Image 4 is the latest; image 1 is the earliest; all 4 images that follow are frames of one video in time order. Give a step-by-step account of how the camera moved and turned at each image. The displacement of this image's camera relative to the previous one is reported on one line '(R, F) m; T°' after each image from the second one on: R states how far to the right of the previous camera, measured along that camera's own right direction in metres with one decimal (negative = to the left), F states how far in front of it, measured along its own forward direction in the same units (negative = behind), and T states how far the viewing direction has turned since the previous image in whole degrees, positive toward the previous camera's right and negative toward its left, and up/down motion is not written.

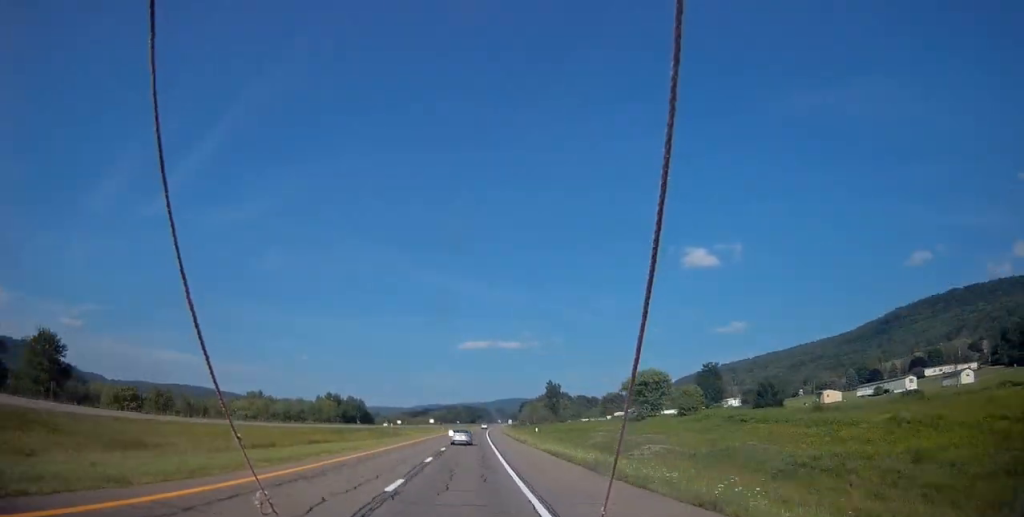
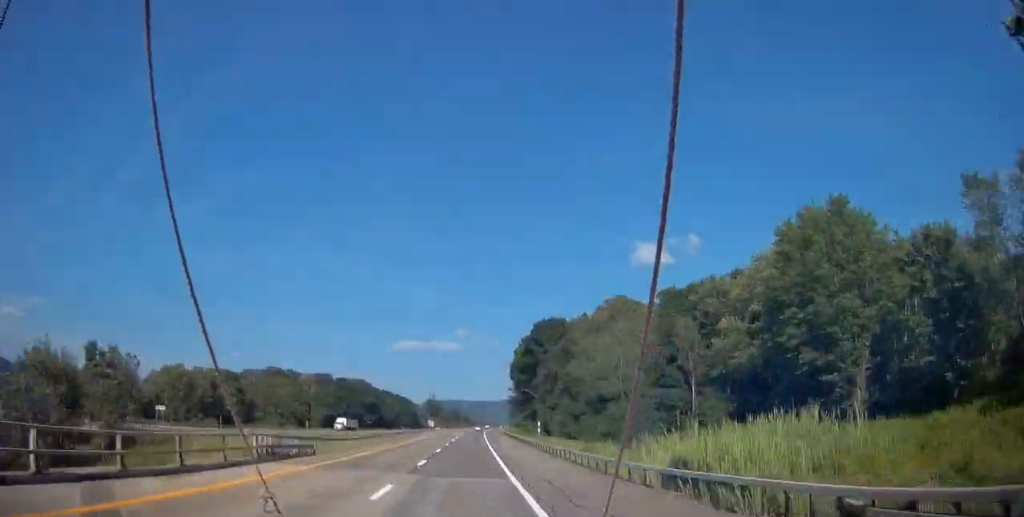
(+24.0, +455.5) m; +6°
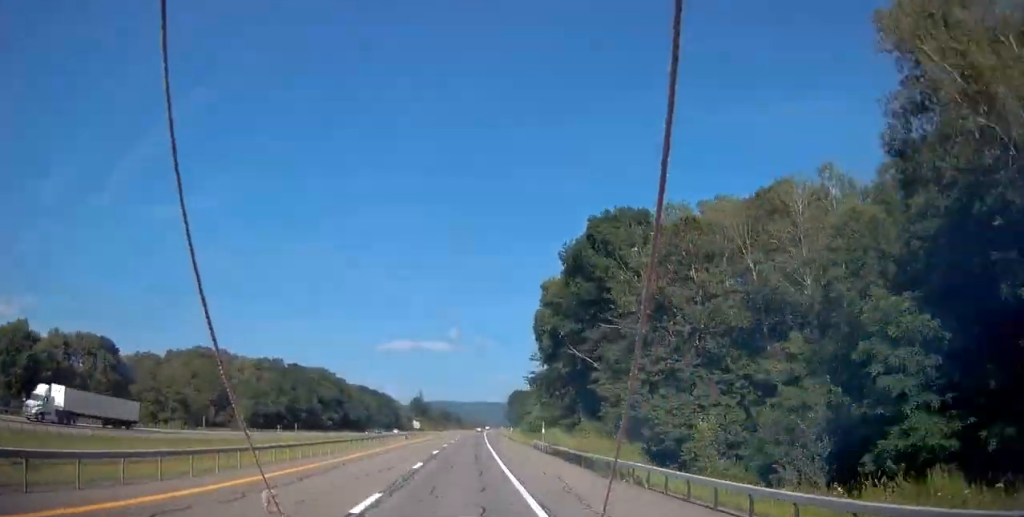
(+0.3, +52.6) m; +1°
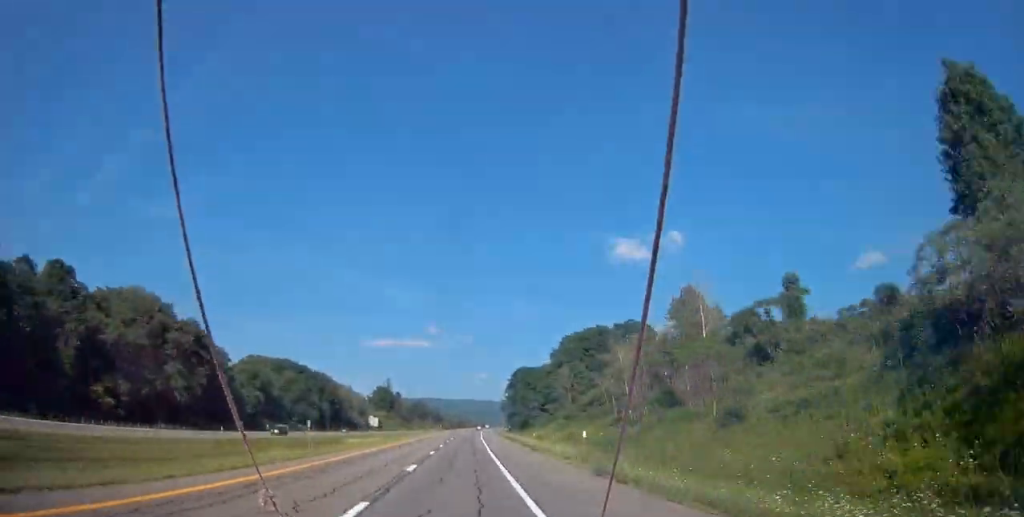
(+0.9, +91.8) m; +2°
